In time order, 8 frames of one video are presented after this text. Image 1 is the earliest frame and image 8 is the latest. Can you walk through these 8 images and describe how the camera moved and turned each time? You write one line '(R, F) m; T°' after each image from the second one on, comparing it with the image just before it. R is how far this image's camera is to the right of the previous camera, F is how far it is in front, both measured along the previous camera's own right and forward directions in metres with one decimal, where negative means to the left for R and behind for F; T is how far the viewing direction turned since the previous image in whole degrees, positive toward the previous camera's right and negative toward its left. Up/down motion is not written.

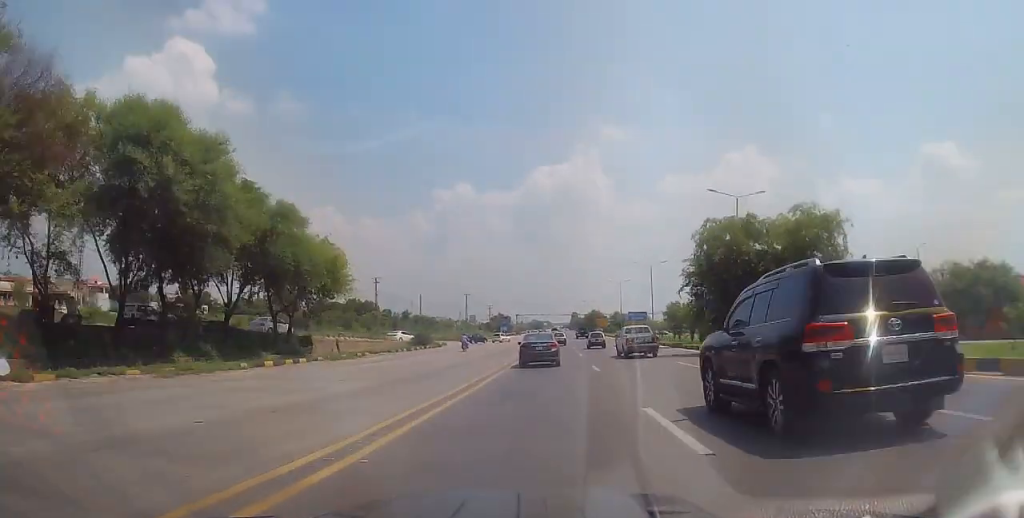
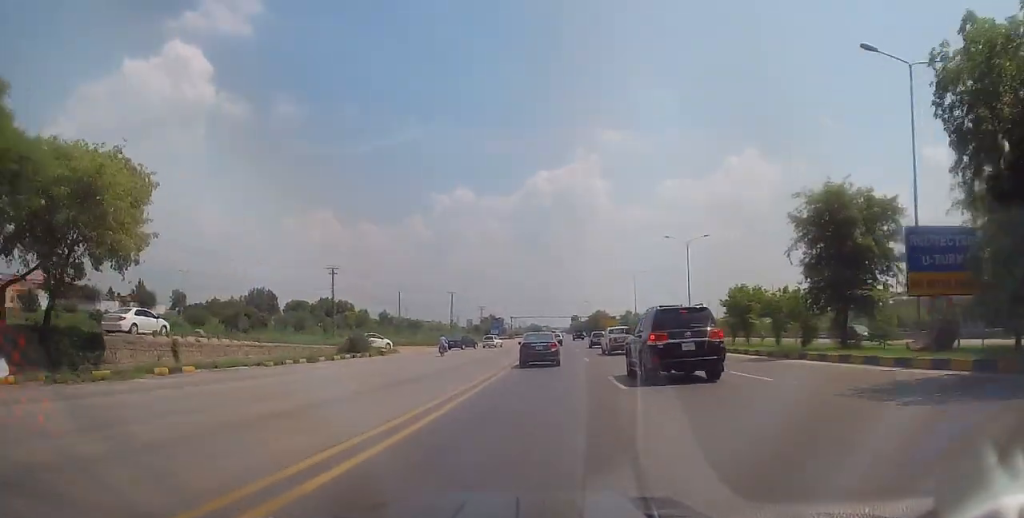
(+0.2, +23.8) m; 0°
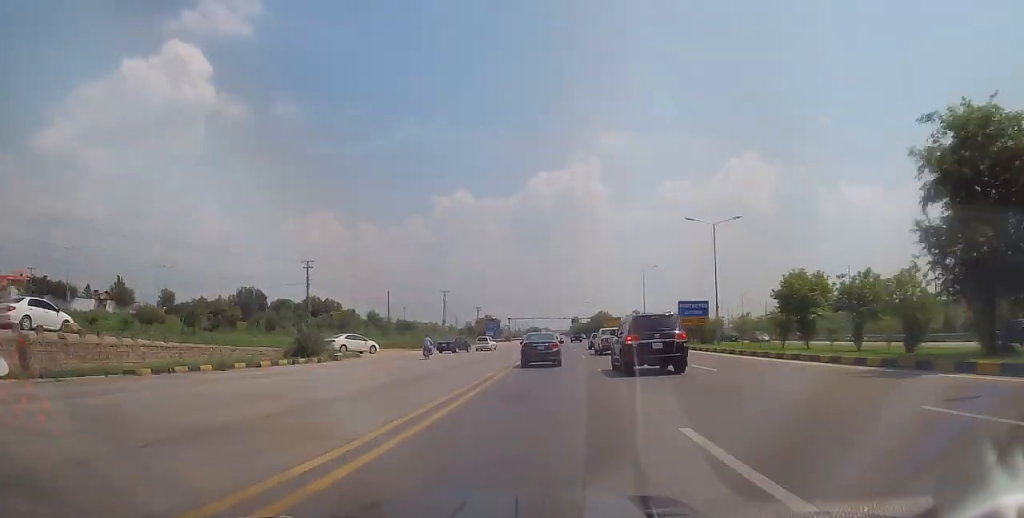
(0.0, +10.4) m; 0°
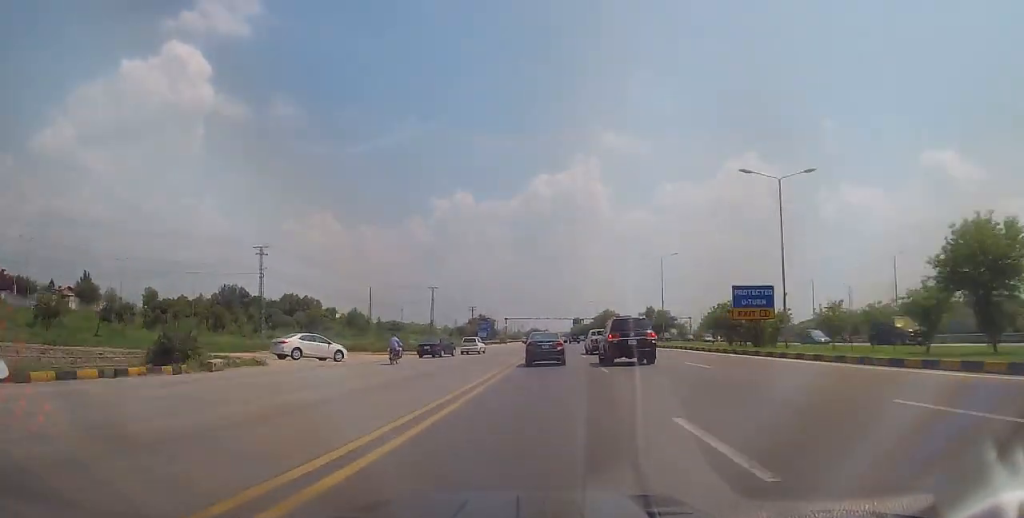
(0.0, +15.1) m; 0°
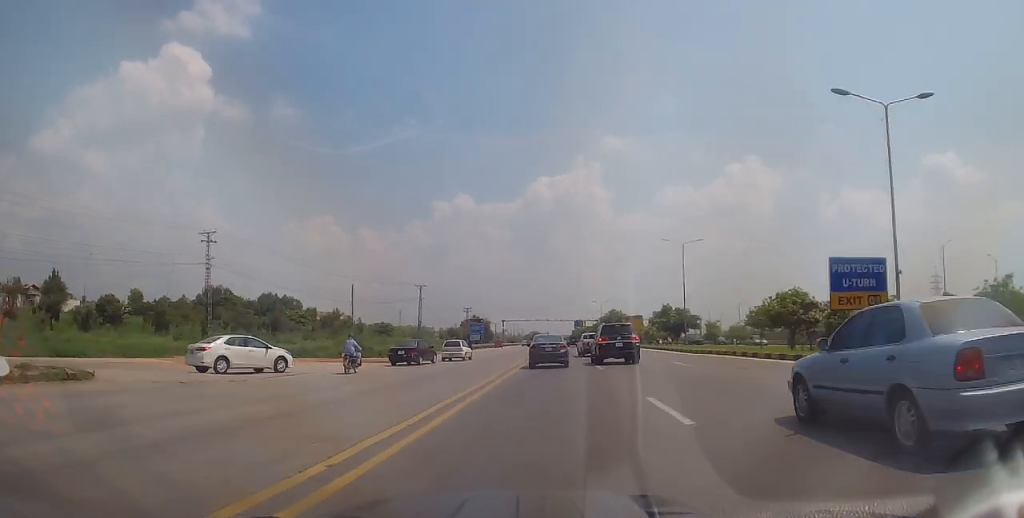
(0.0, +12.5) m; +1°
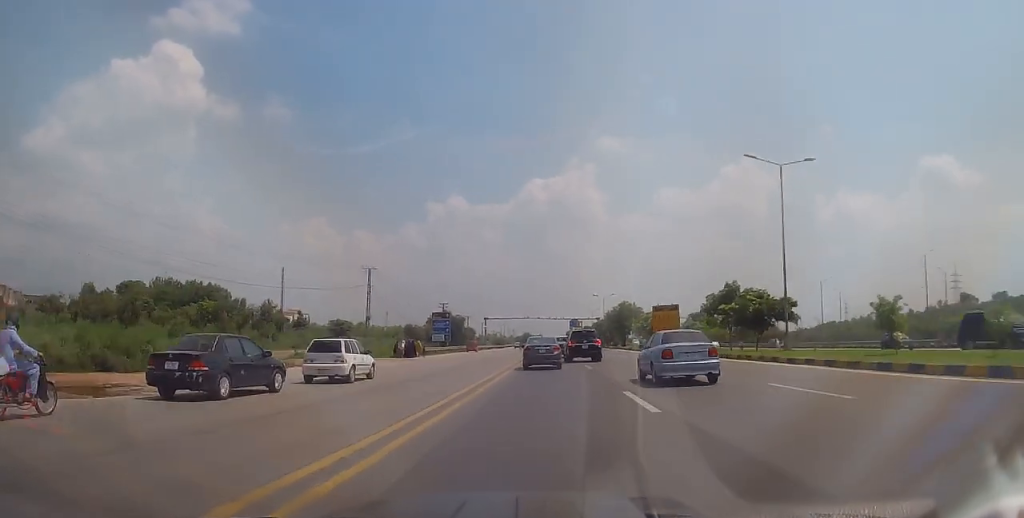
(-0.1, +29.4) m; -2°
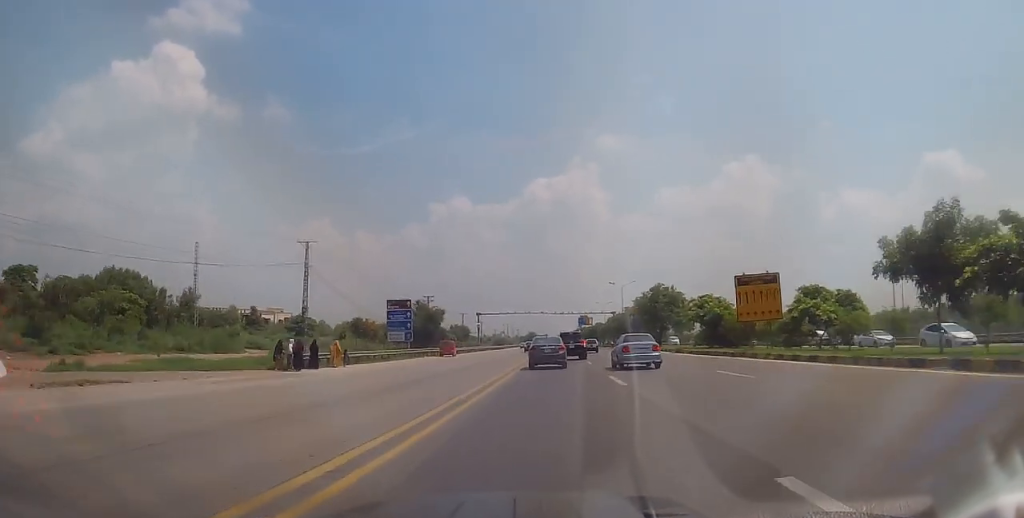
(-0.2, +25.5) m; +1°
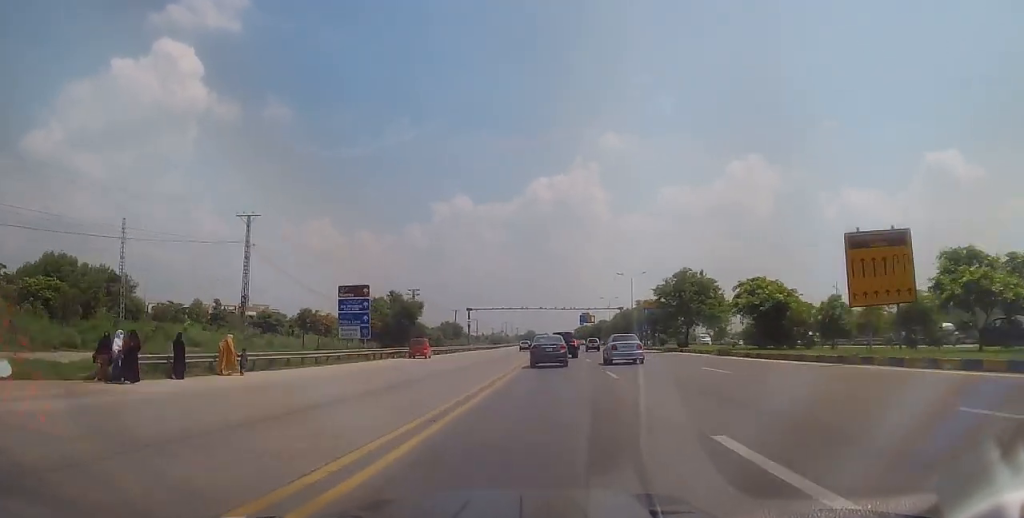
(+0.2, +13.3) m; 0°
